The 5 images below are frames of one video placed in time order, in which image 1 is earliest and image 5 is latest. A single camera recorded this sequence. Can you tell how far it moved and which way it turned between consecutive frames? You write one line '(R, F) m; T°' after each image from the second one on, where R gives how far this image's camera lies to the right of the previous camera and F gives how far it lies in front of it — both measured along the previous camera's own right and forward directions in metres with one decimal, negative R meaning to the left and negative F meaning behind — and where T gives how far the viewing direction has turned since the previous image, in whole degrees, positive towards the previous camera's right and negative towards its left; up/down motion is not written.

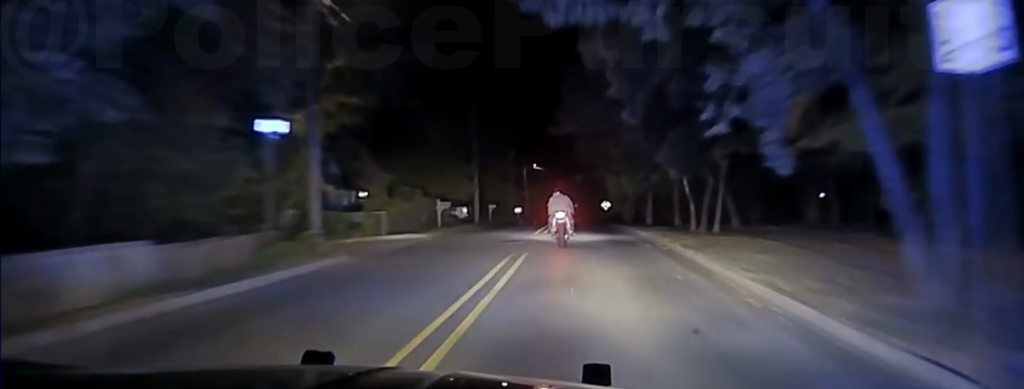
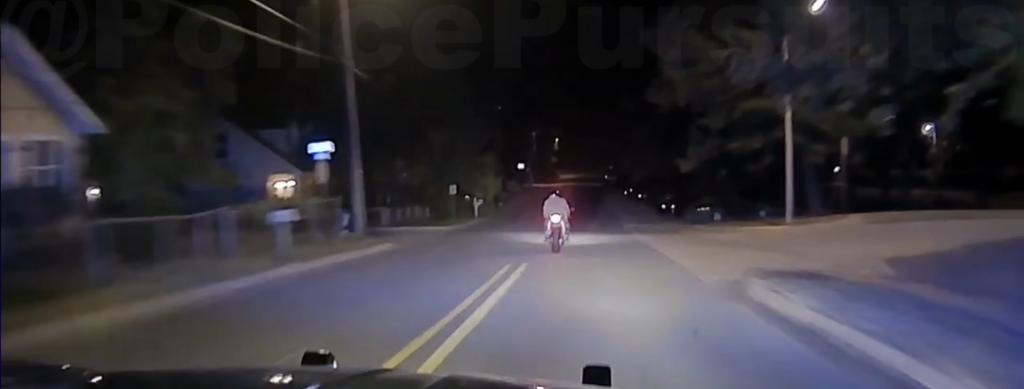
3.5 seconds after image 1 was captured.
(-1.7, +92.6) m; -1°
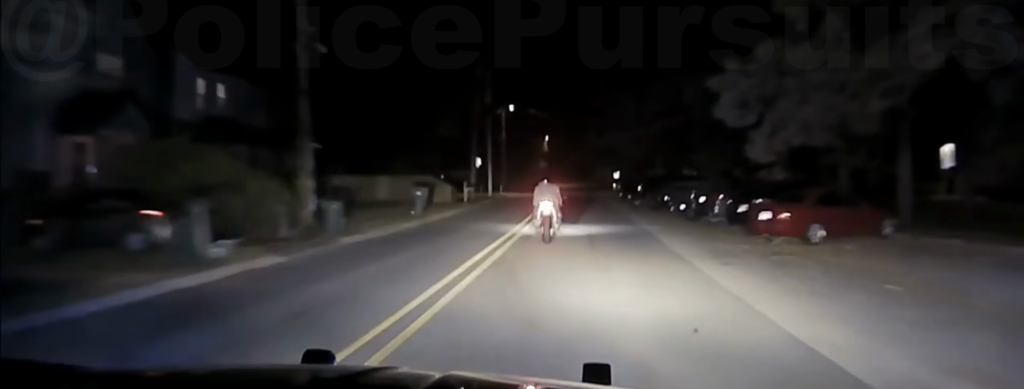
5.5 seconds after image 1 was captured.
(+0.6, +53.0) m; +1°
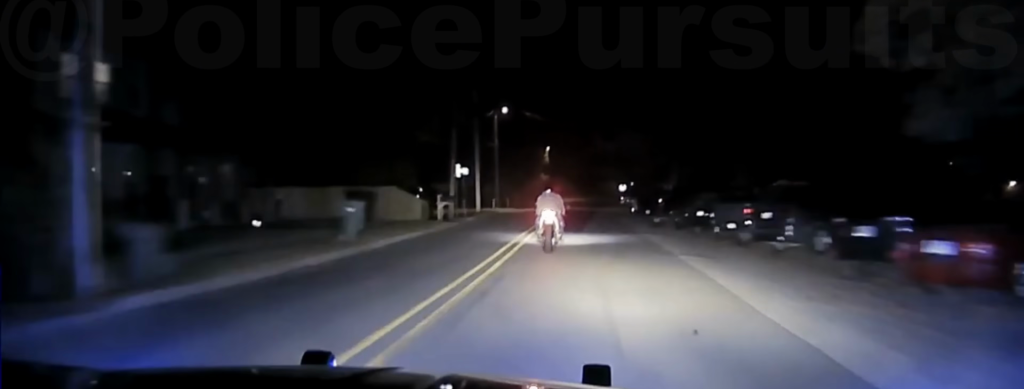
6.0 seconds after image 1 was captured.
(0.0, +11.5) m; 0°
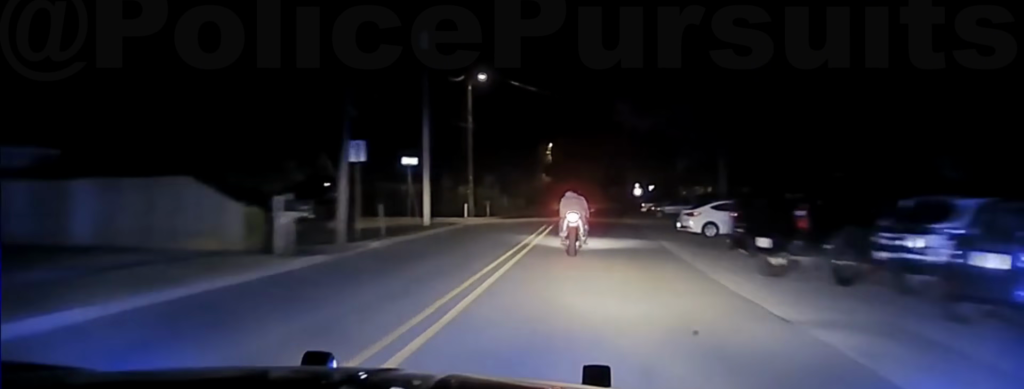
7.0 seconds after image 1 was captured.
(0.0, +22.0) m; 0°
